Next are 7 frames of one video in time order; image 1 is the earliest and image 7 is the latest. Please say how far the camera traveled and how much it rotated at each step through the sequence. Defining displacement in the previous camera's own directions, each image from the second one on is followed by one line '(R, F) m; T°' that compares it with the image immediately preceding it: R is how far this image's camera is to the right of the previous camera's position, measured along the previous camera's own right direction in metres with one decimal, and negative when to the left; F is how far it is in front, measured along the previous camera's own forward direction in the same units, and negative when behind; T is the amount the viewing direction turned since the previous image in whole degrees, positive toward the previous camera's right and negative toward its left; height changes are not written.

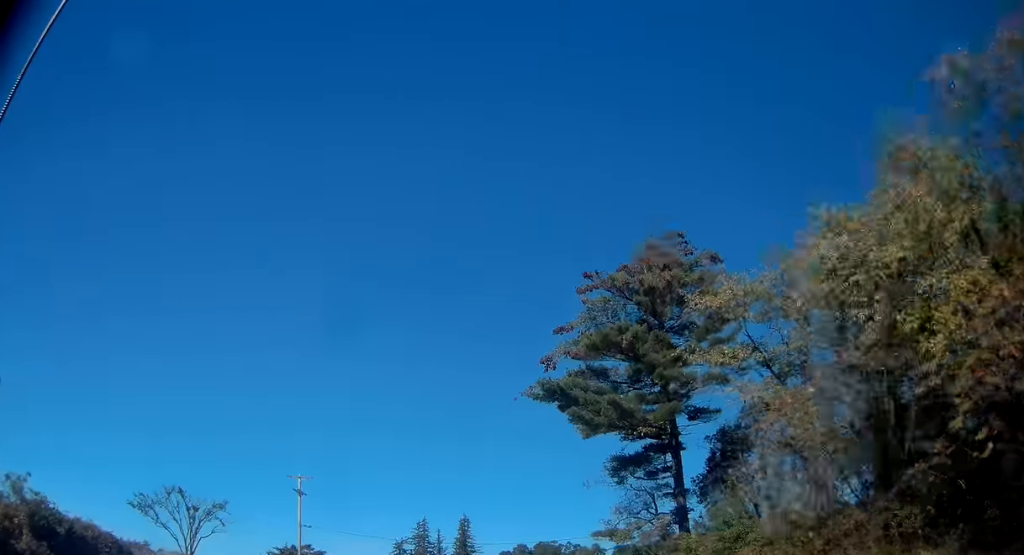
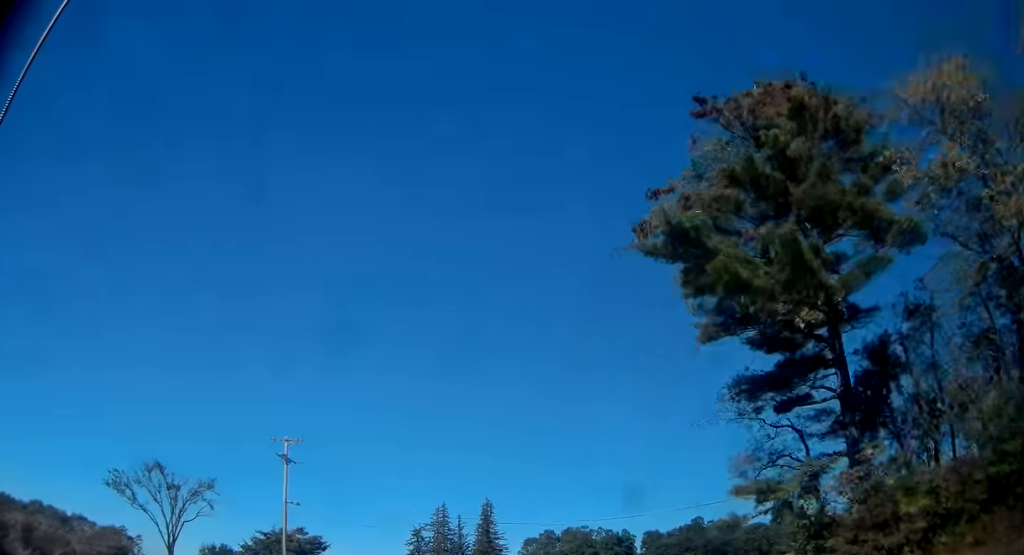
(-0.3, +11.6) m; -2°
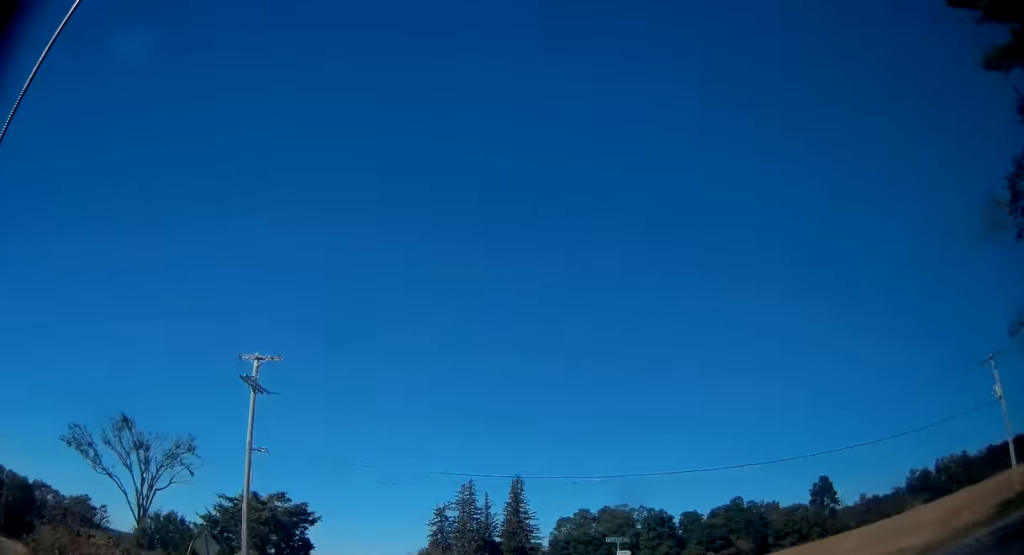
(-0.3, +13.2) m; -2°
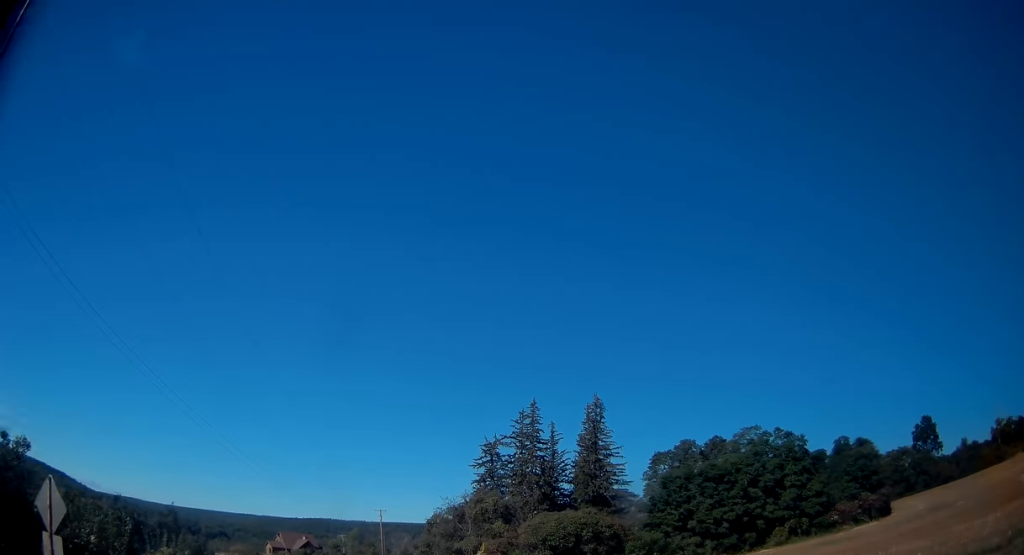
(-1.7, +41.1) m; -3°
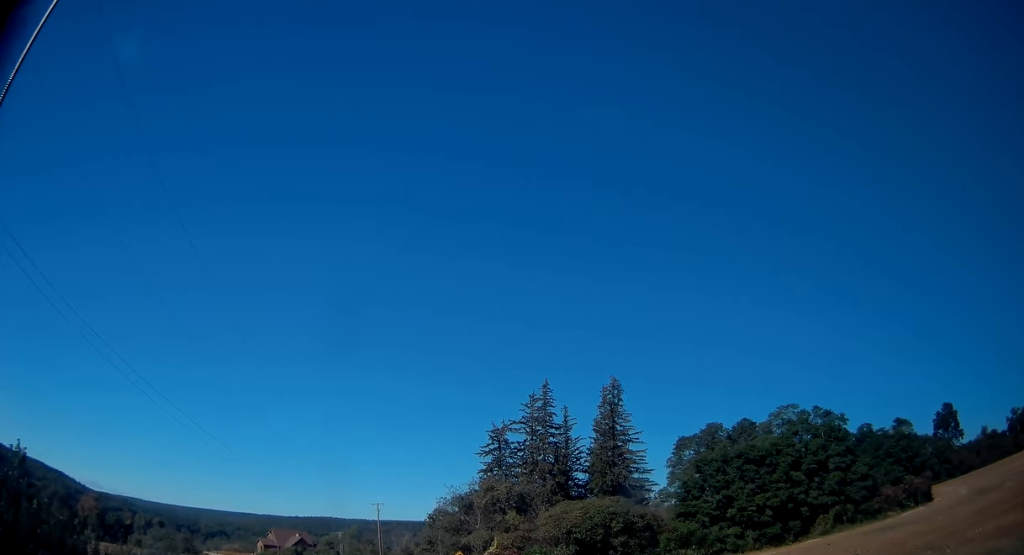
(+0.1, +10.0) m; 0°
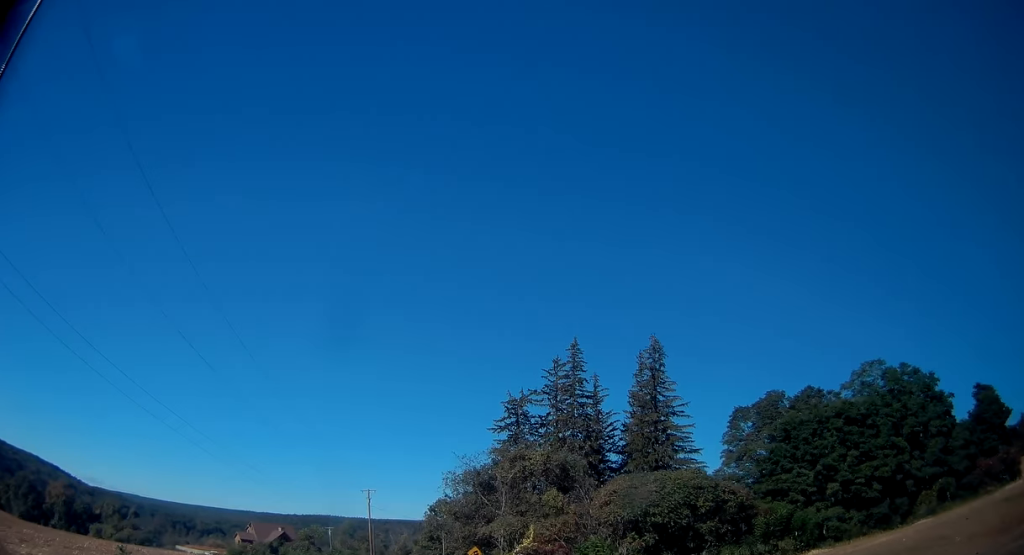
(+0.2, +18.3) m; 0°
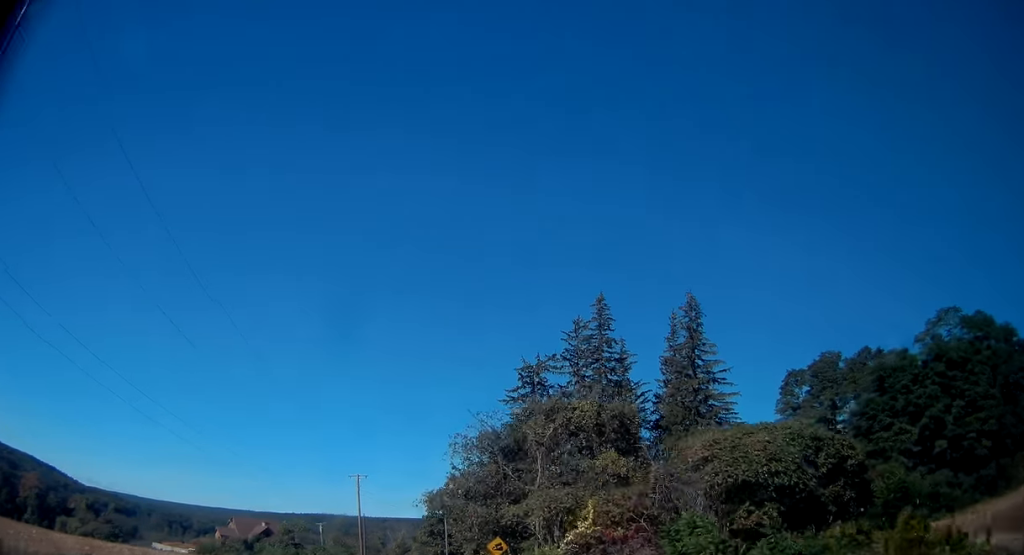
(0.0, +13.4) m; -1°
